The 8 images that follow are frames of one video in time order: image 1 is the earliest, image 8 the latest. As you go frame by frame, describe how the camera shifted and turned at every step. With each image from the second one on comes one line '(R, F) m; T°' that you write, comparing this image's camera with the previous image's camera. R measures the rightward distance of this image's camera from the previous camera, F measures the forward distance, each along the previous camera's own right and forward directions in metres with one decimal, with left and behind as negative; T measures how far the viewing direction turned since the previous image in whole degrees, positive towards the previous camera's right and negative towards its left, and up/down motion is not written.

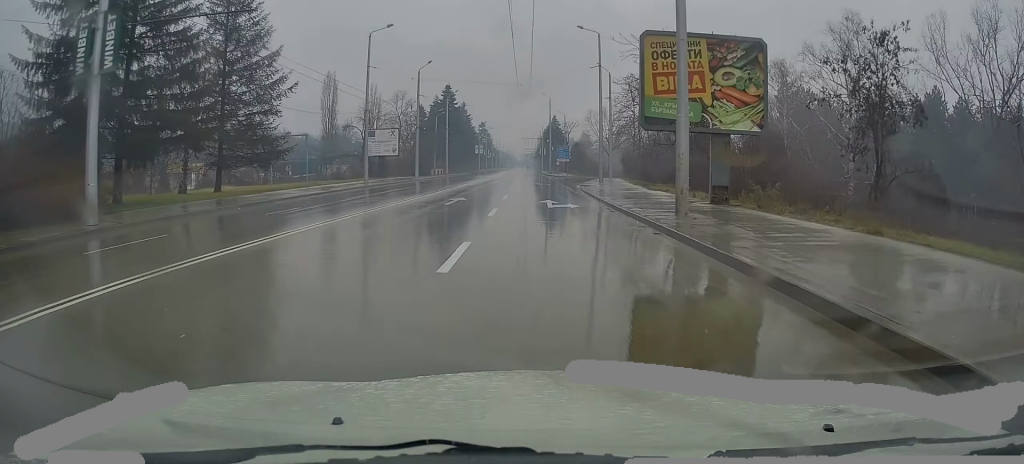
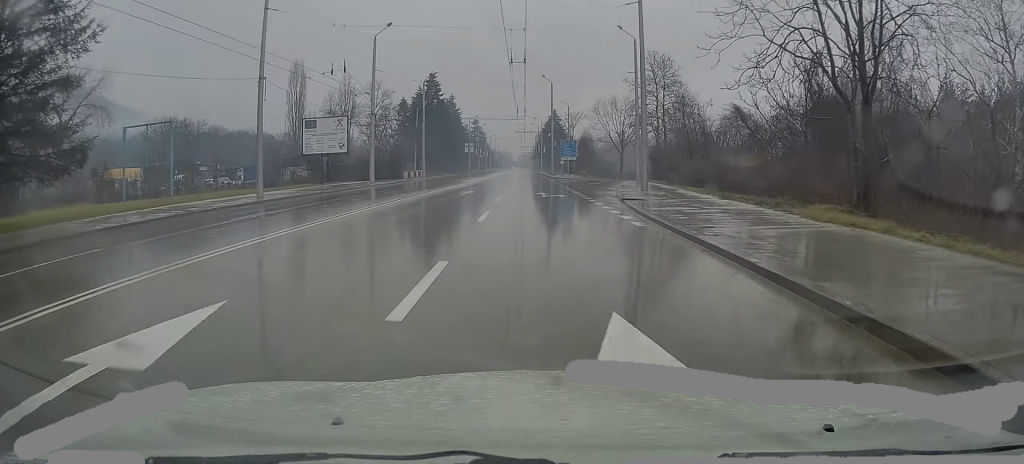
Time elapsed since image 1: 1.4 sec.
(-0.1, +20.3) m; 0°
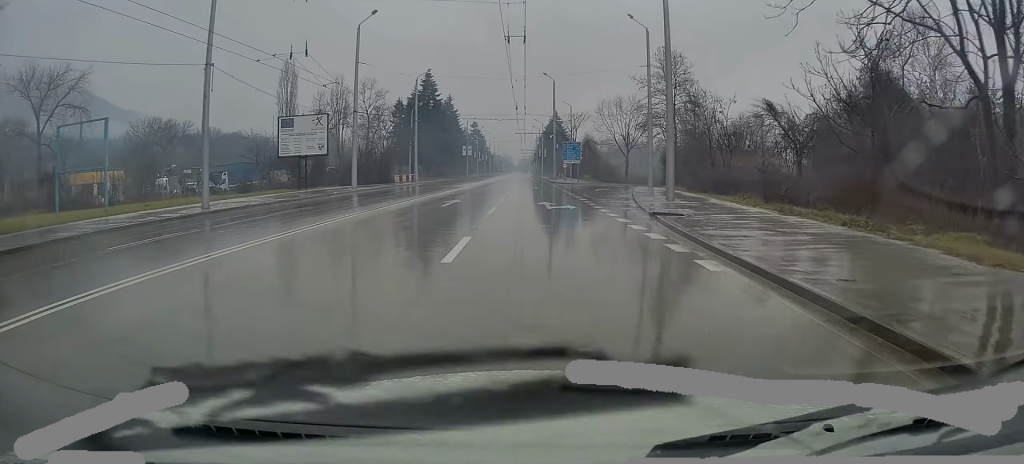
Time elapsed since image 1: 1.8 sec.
(0.0, +5.7) m; 0°
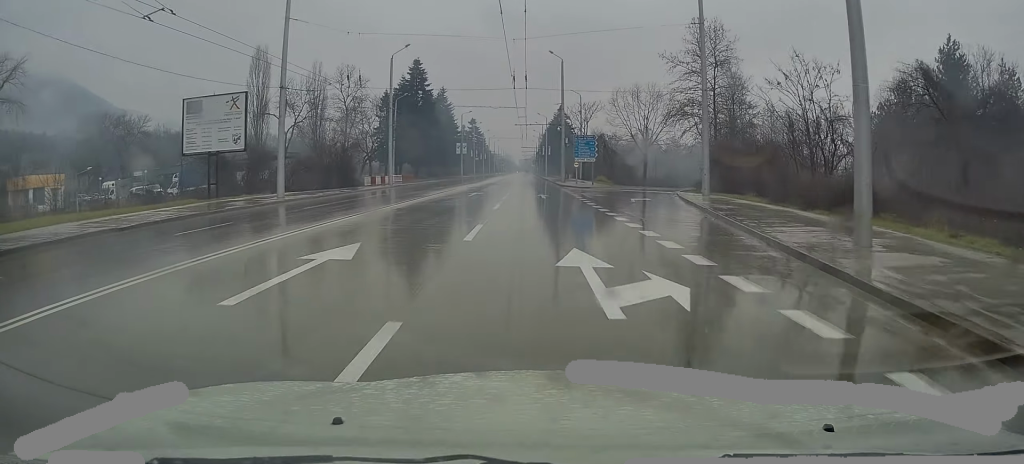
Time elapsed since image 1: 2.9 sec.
(-0.1, +15.3) m; +1°
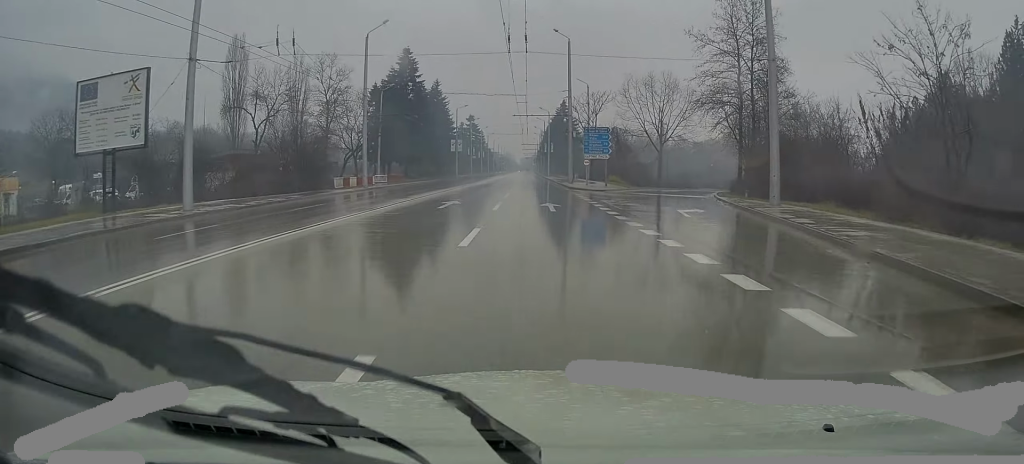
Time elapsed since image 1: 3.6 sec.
(+0.3, +10.1) m; 0°
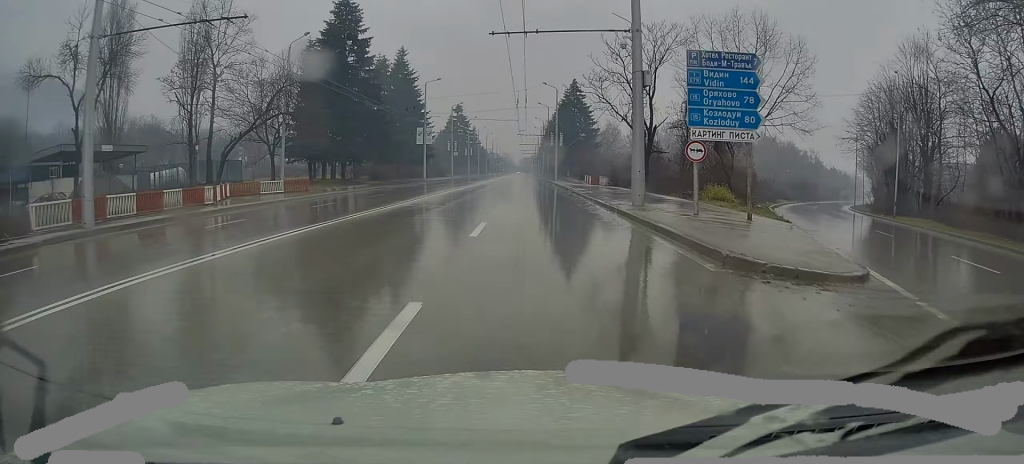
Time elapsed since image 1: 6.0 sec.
(-0.7, +34.2) m; -2°
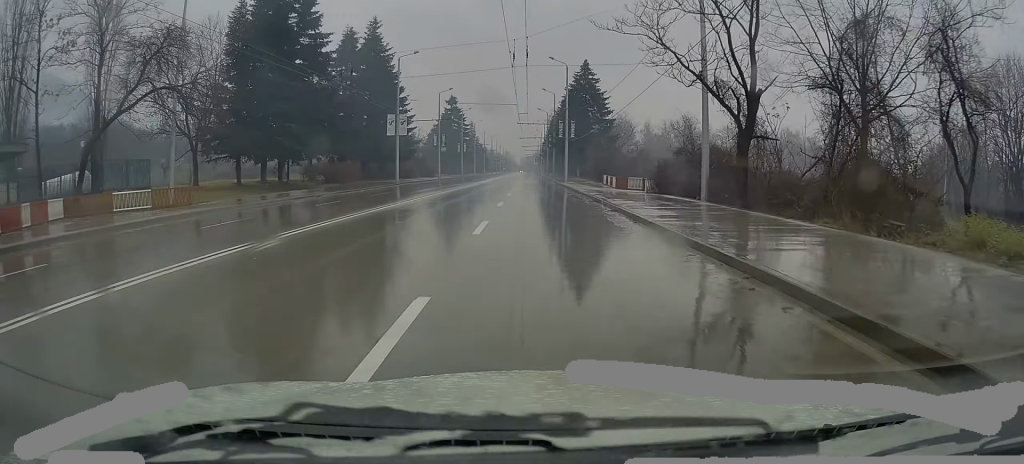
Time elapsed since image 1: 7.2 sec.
(0.0, +17.6) m; +1°
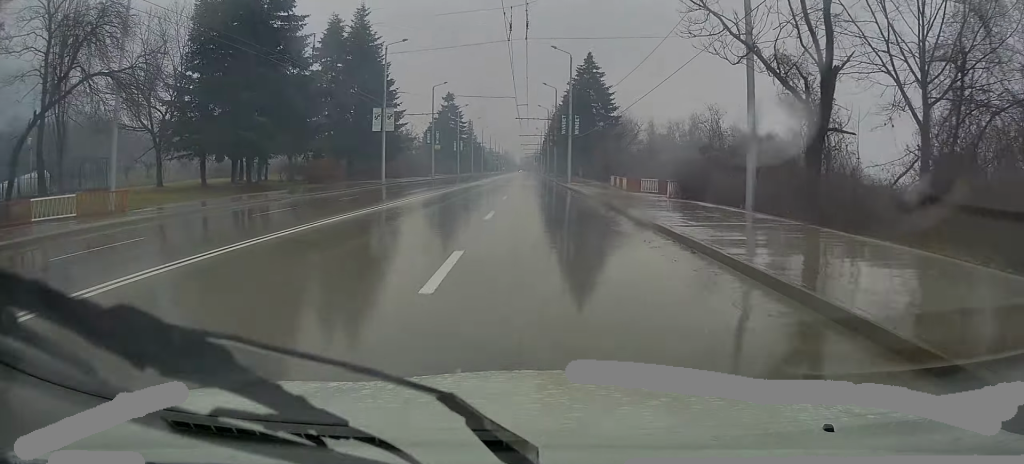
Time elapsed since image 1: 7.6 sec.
(0.0, +5.8) m; +1°
